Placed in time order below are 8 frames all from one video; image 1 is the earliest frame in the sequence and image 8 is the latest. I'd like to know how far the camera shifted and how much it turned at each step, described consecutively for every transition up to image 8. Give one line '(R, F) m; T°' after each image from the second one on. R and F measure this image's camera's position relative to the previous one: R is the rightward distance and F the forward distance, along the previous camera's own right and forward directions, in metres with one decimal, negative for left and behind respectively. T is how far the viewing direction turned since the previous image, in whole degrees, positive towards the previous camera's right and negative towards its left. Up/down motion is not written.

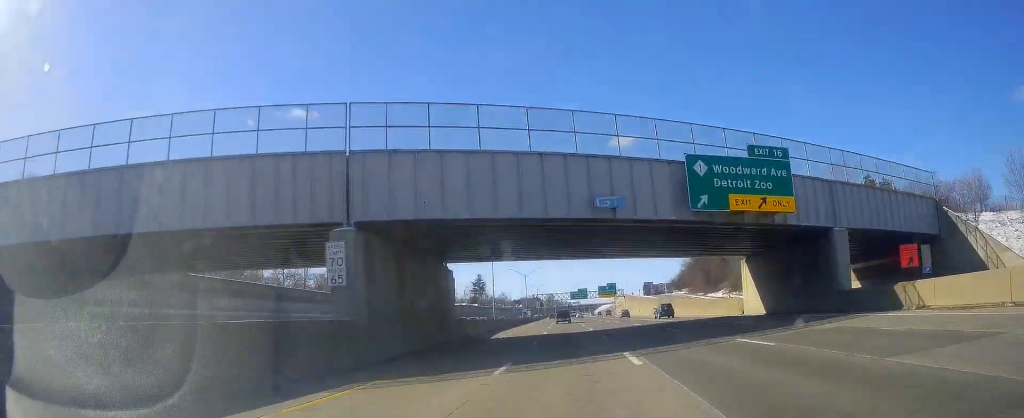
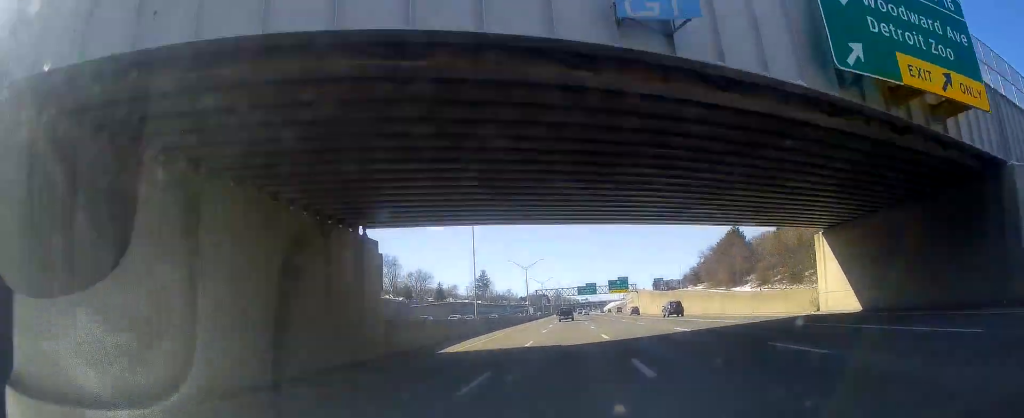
(0.0, +17.9) m; 0°
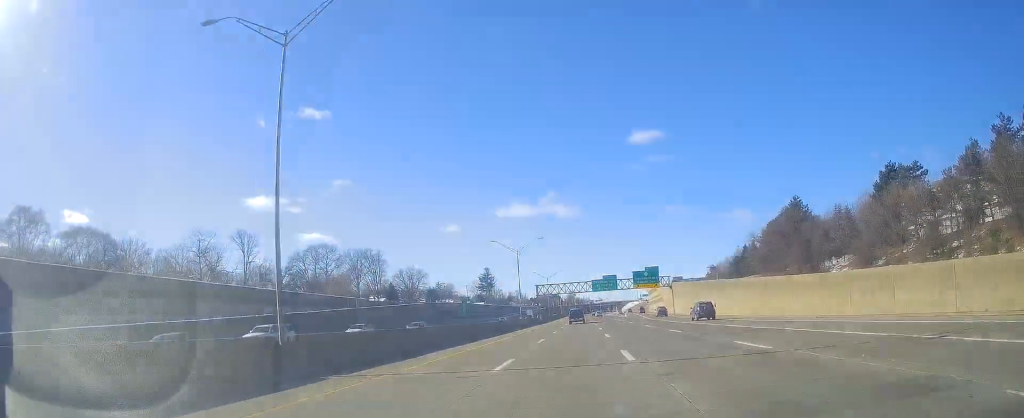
(-0.3, +41.3) m; -1°
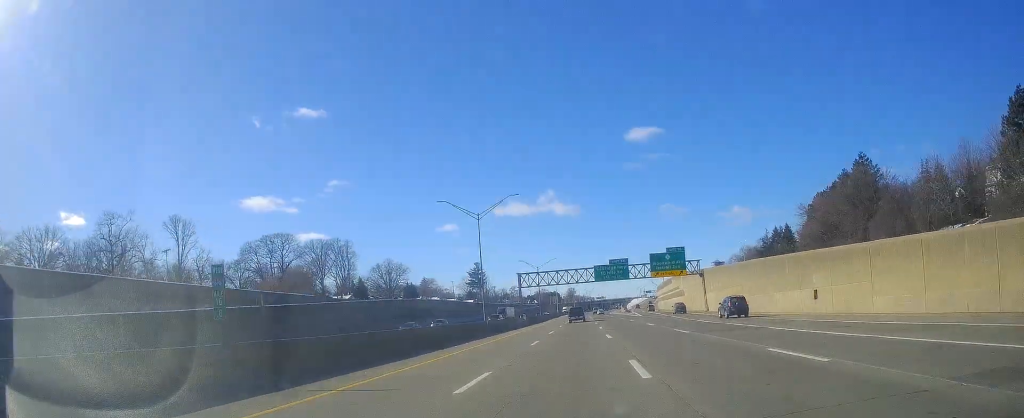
(-0.2, +34.1) m; 0°
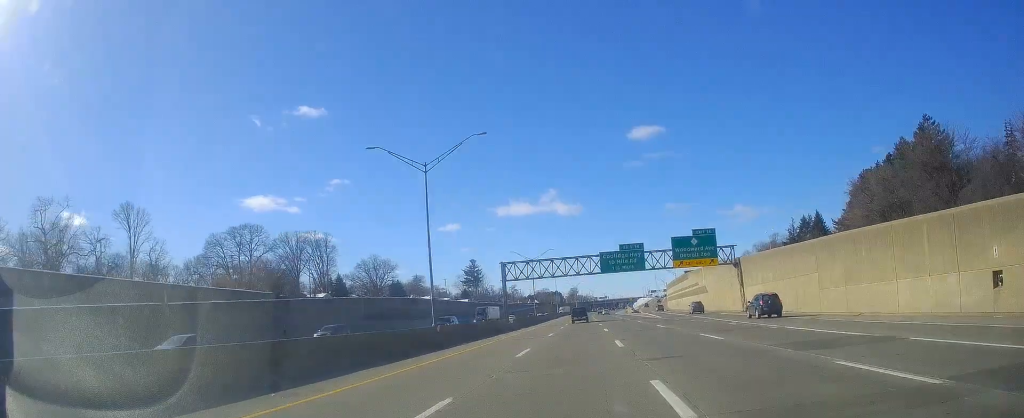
(0.0, +21.2) m; 0°
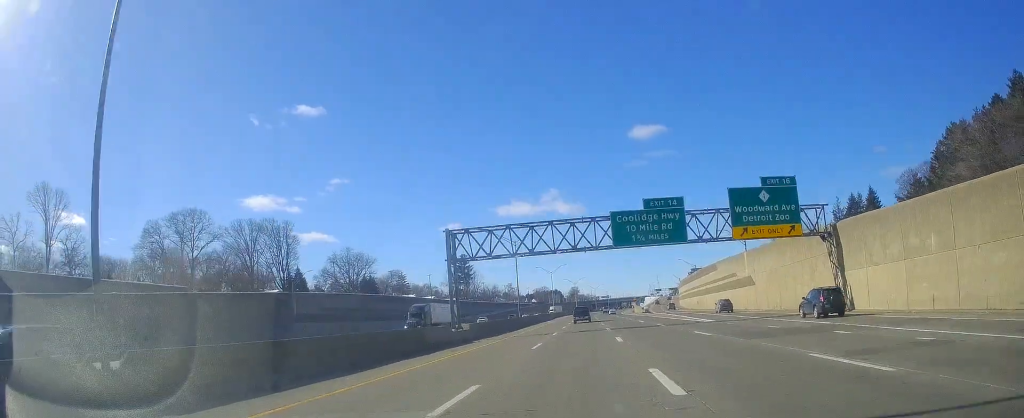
(-0.1, +29.1) m; 0°
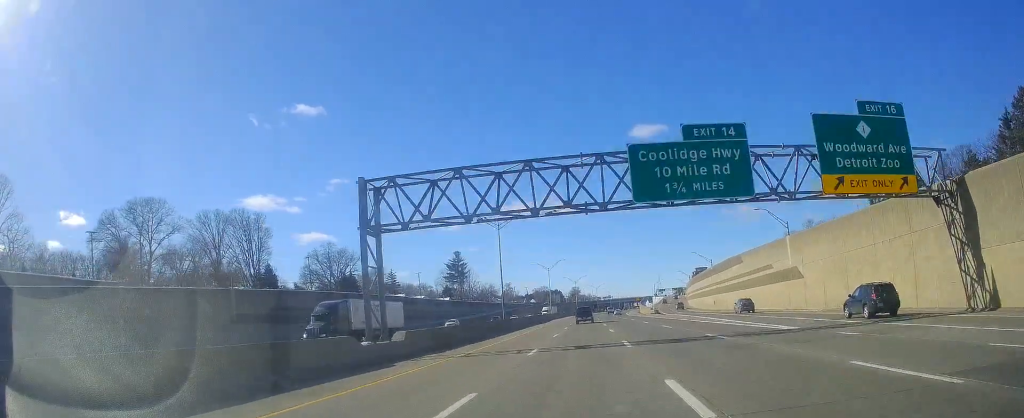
(0.0, +17.2) m; 0°
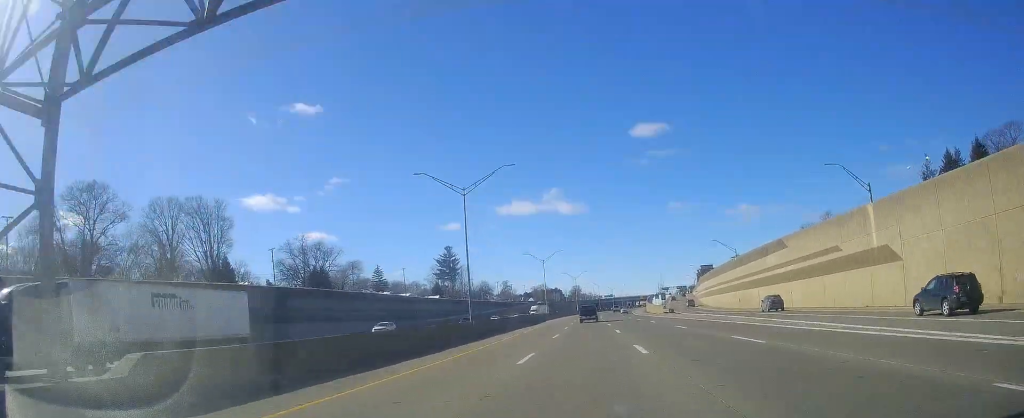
(+0.1, +19.9) m; 0°
